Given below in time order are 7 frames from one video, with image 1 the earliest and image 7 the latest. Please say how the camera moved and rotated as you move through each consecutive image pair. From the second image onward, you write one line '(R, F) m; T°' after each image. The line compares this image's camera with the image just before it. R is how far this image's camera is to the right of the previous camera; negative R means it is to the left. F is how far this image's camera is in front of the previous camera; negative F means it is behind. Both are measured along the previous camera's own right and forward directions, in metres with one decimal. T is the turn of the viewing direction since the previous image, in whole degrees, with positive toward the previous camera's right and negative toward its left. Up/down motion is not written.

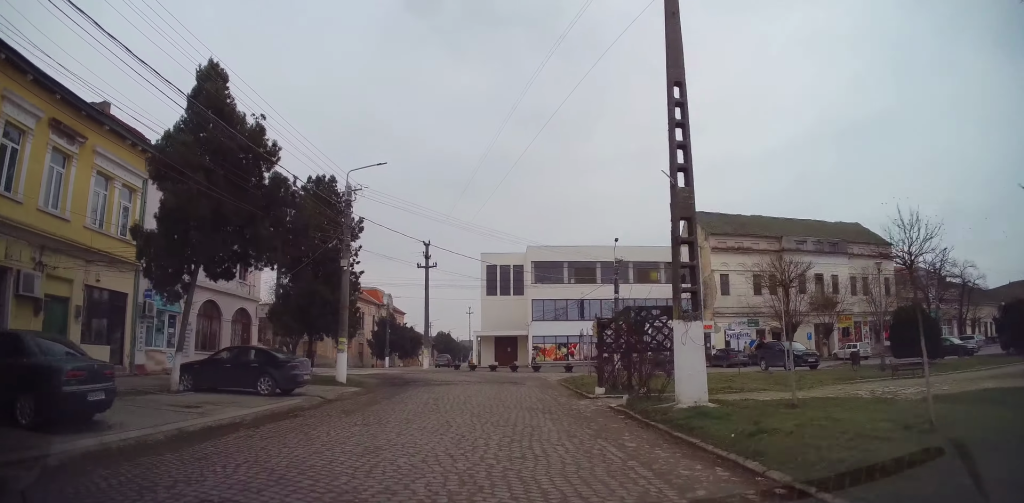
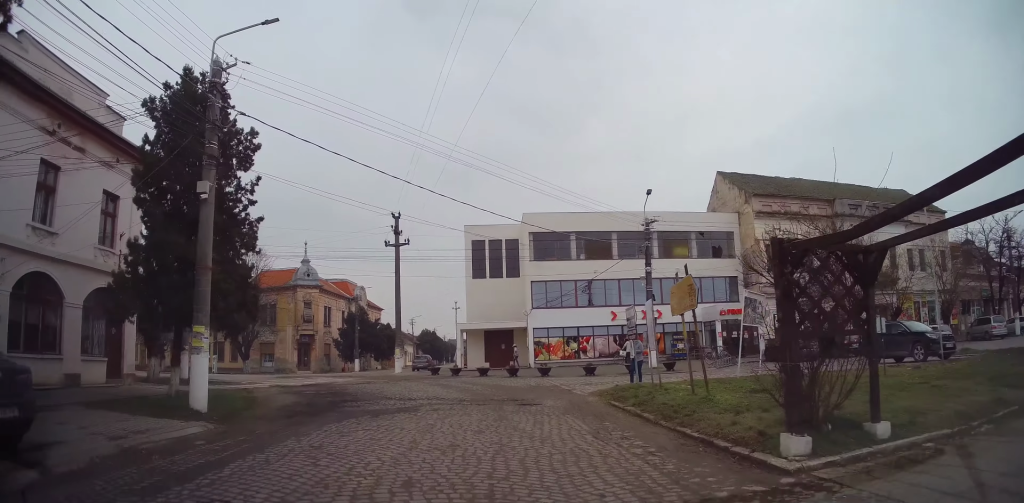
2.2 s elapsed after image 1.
(+0.2, +12.0) m; +5°
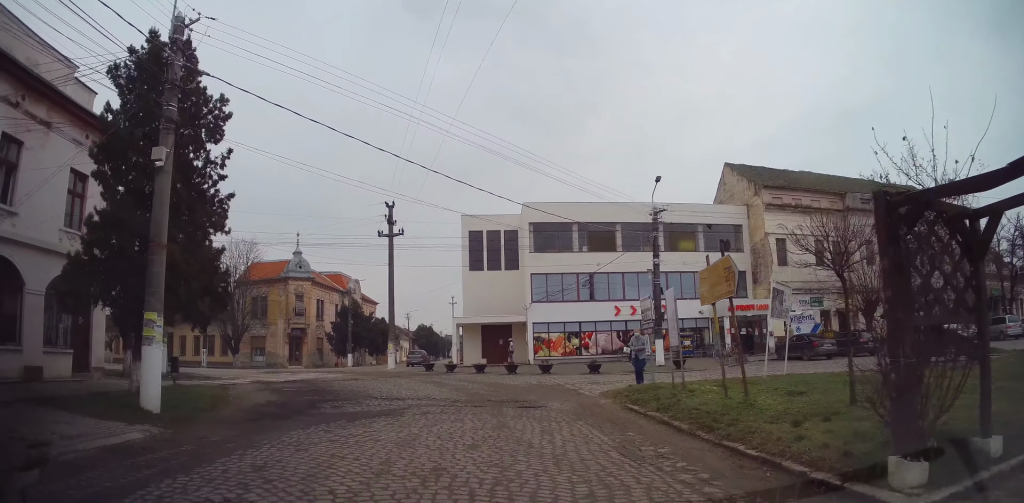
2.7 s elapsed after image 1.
(-0.1, +1.8) m; -1°
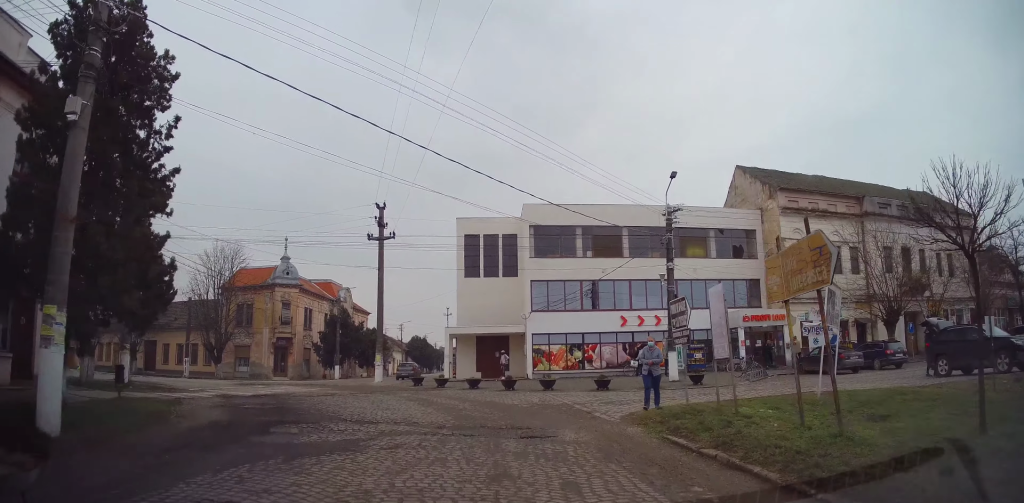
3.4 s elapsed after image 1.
(-0.1, +3.2) m; -2°
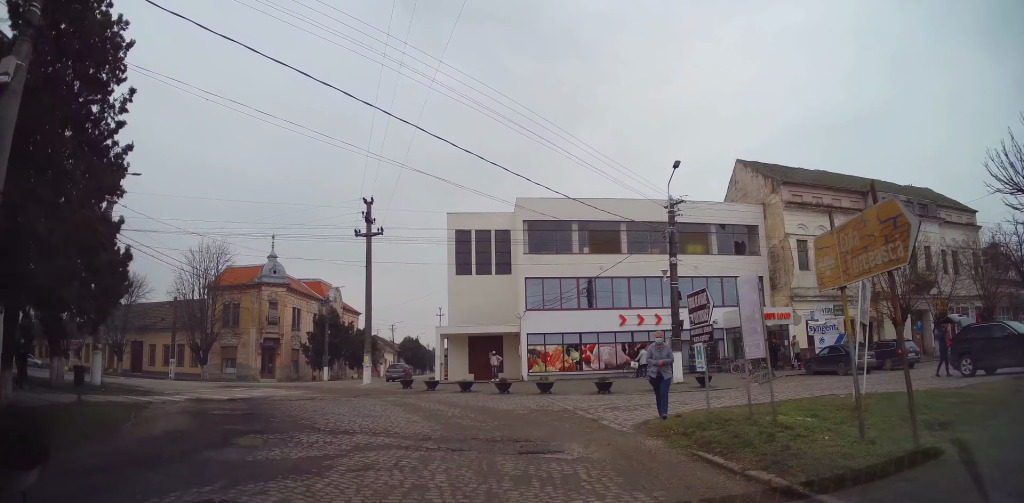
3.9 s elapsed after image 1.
(0.0, +1.7) m; 0°
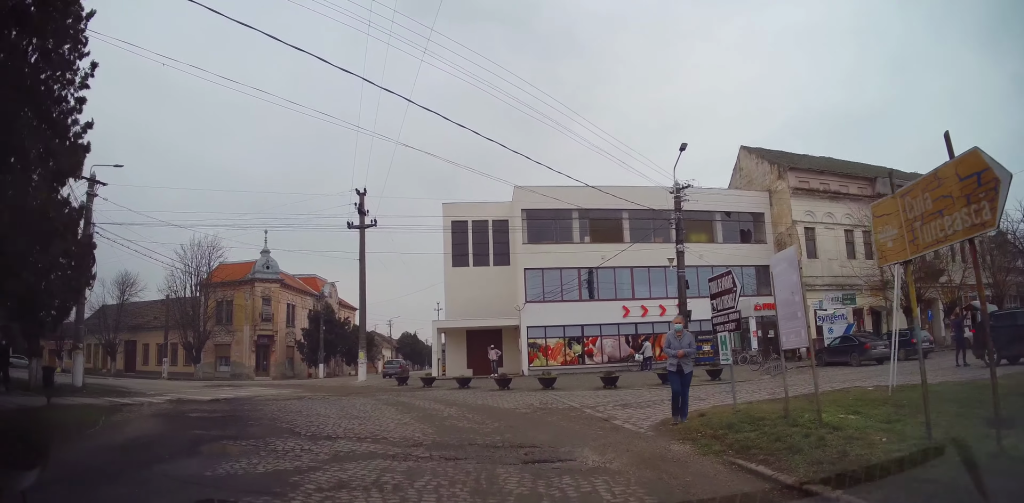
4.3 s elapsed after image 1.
(0.0, +1.5) m; 0°
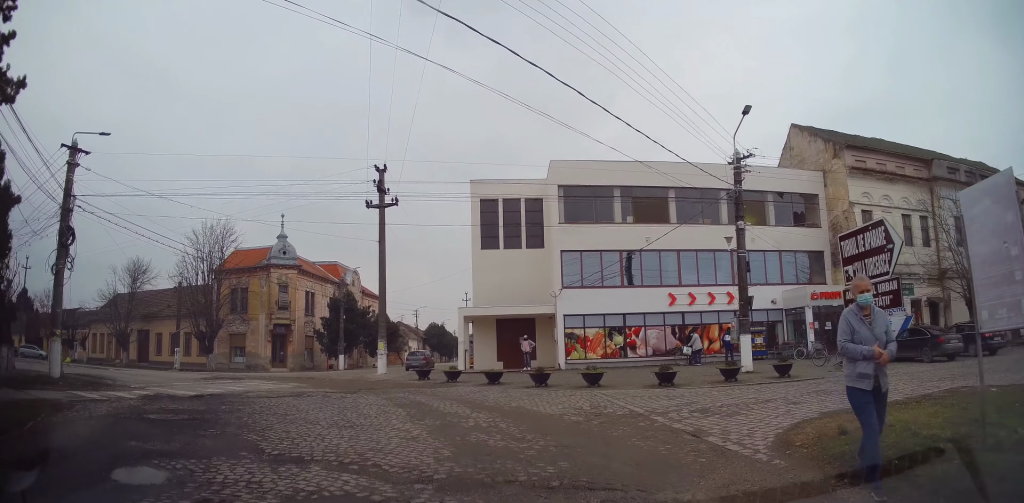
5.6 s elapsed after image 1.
(0.0, +3.8) m; 0°
